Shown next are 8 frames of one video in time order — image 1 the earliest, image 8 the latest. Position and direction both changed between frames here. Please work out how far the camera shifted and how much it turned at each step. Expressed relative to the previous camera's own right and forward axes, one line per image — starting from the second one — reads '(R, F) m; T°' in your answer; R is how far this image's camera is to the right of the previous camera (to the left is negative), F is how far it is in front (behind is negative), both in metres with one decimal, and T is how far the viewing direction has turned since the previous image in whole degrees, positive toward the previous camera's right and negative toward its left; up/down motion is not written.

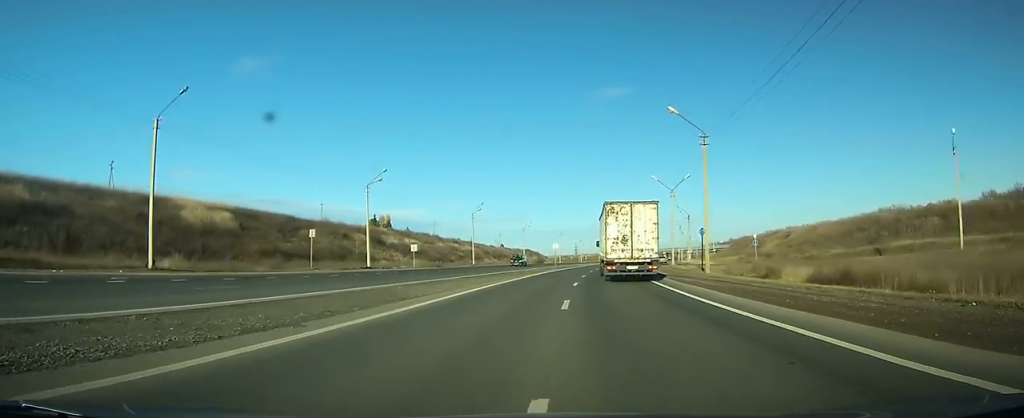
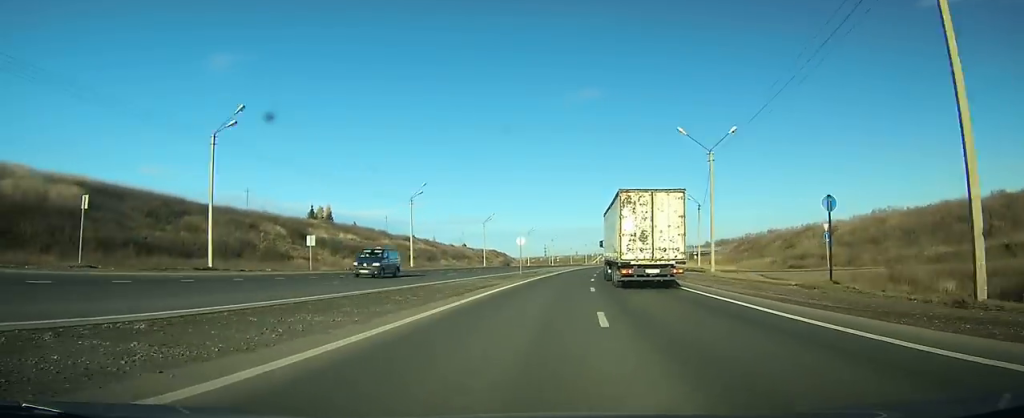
(+0.7, +28.9) m; +2°
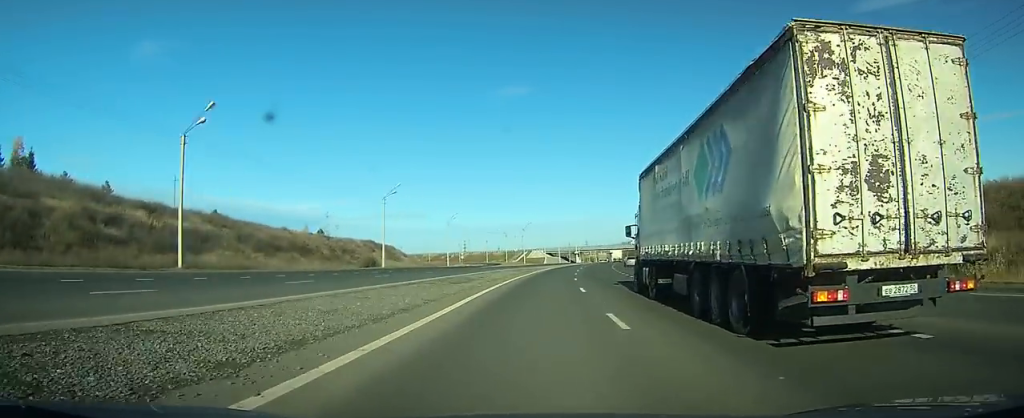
(+5.7, +86.7) m; +8°
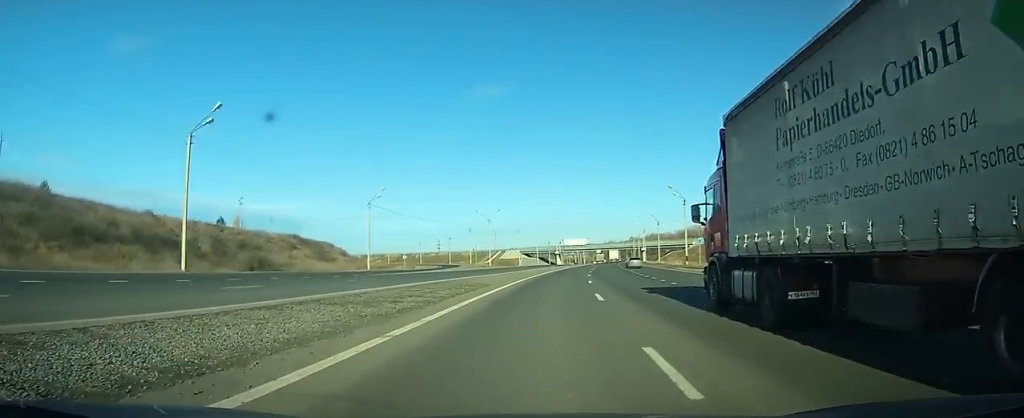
(+1.2, +41.4) m; +3°
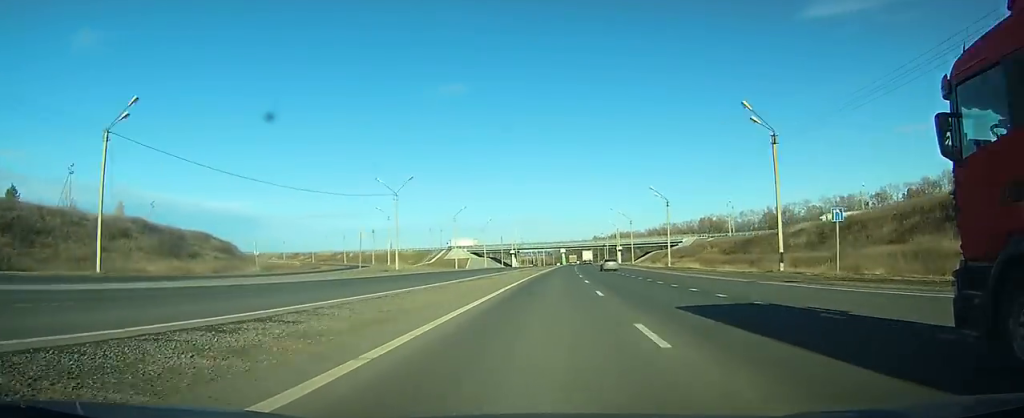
(+0.9, +45.1) m; +3°
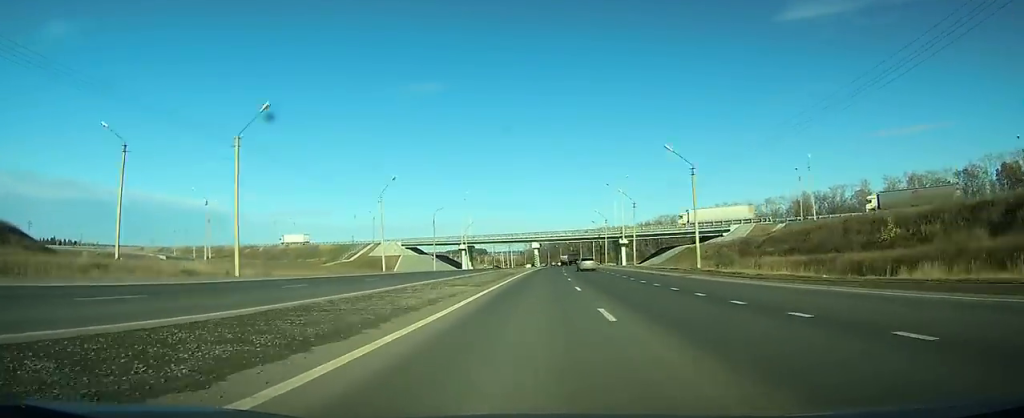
(+2.8, +67.8) m; +4°
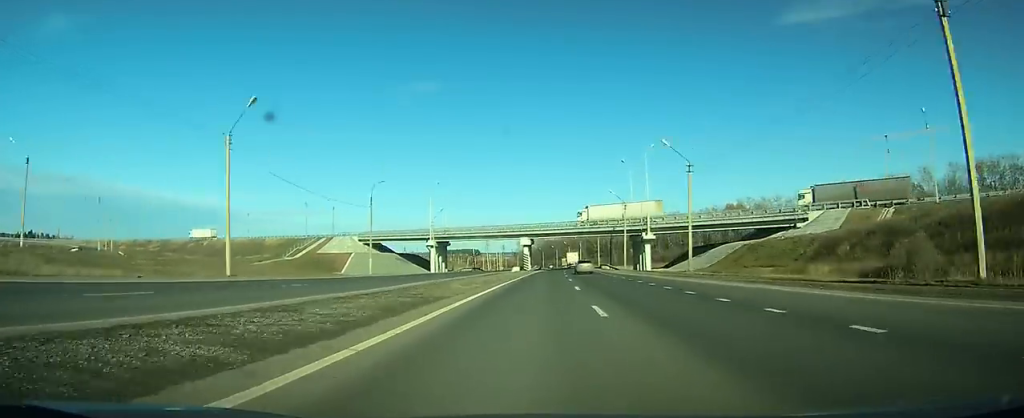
(+0.6, +34.5) m; +1°
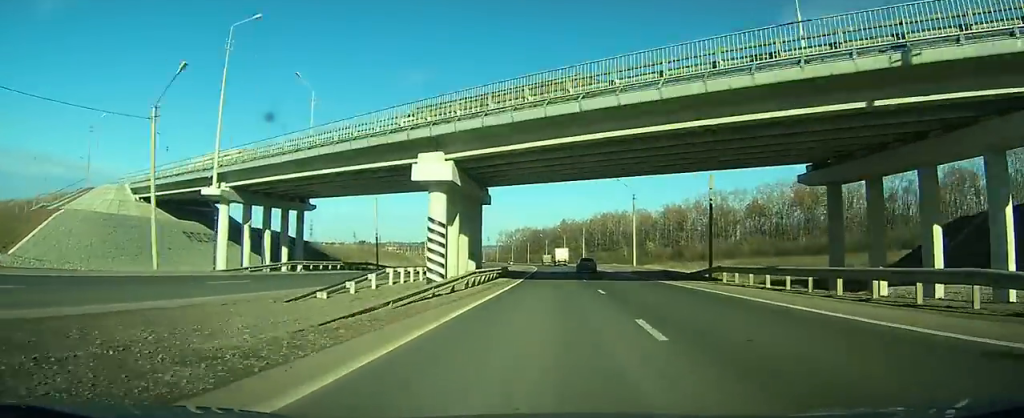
(+1.0, +75.6) m; +1°
